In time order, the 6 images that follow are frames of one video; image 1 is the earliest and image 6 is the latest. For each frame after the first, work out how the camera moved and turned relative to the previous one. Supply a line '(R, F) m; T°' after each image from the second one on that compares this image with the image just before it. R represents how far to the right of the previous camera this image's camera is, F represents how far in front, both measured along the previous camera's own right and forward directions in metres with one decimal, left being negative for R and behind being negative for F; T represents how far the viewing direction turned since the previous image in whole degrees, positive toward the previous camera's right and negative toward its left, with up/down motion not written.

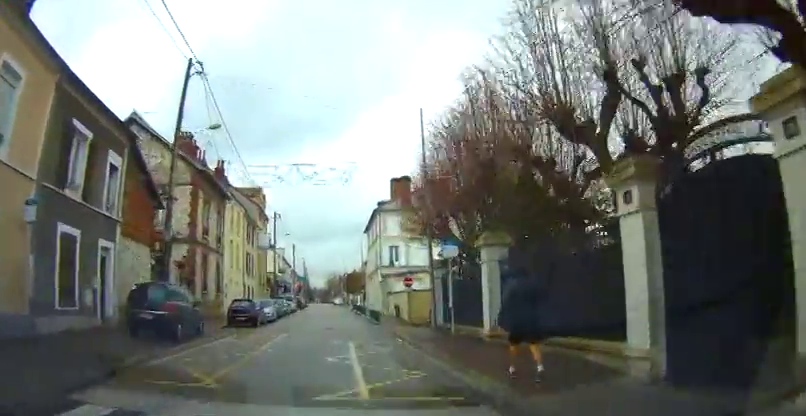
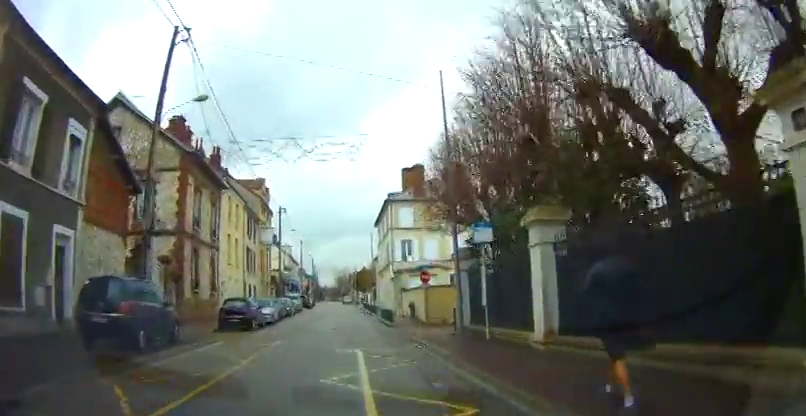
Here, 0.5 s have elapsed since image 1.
(0.0, +3.2) m; +1°
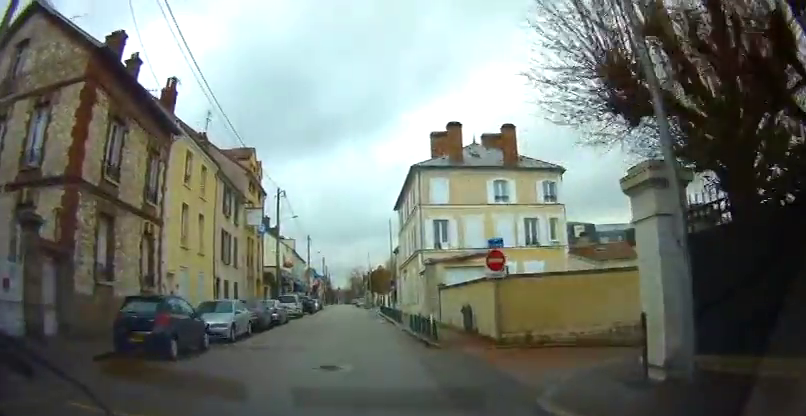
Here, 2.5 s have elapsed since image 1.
(-0.1, +13.3) m; -2°
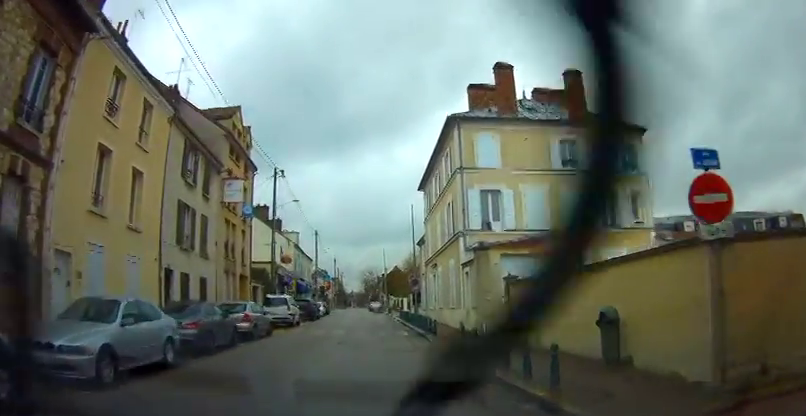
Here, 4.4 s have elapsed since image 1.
(0.0, +9.7) m; -1°
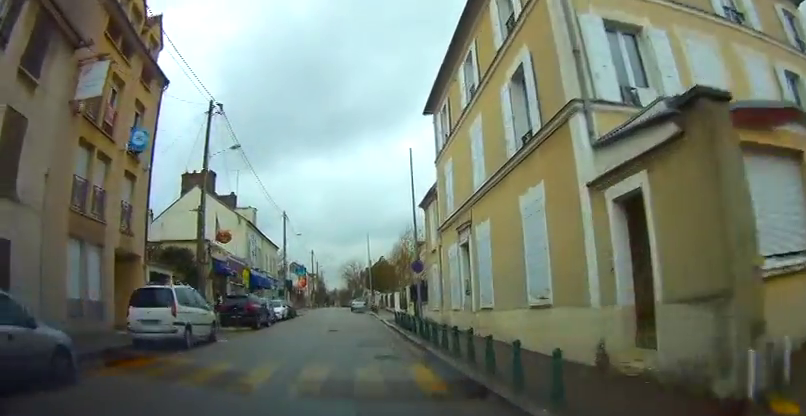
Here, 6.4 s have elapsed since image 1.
(-0.1, +10.9) m; 0°
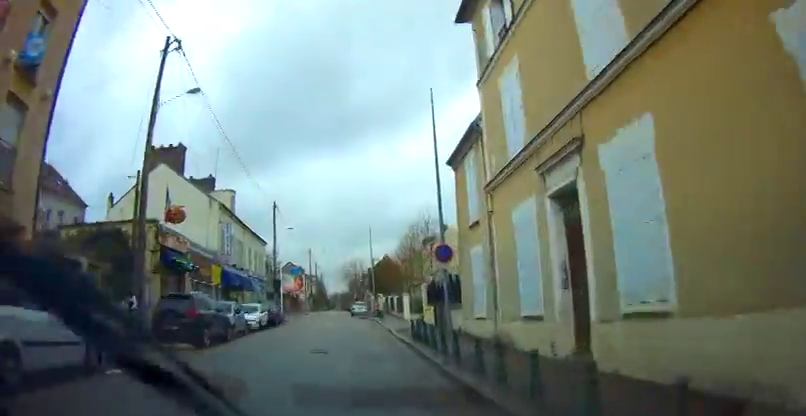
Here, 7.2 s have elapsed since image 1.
(0.0, +5.8) m; 0°
